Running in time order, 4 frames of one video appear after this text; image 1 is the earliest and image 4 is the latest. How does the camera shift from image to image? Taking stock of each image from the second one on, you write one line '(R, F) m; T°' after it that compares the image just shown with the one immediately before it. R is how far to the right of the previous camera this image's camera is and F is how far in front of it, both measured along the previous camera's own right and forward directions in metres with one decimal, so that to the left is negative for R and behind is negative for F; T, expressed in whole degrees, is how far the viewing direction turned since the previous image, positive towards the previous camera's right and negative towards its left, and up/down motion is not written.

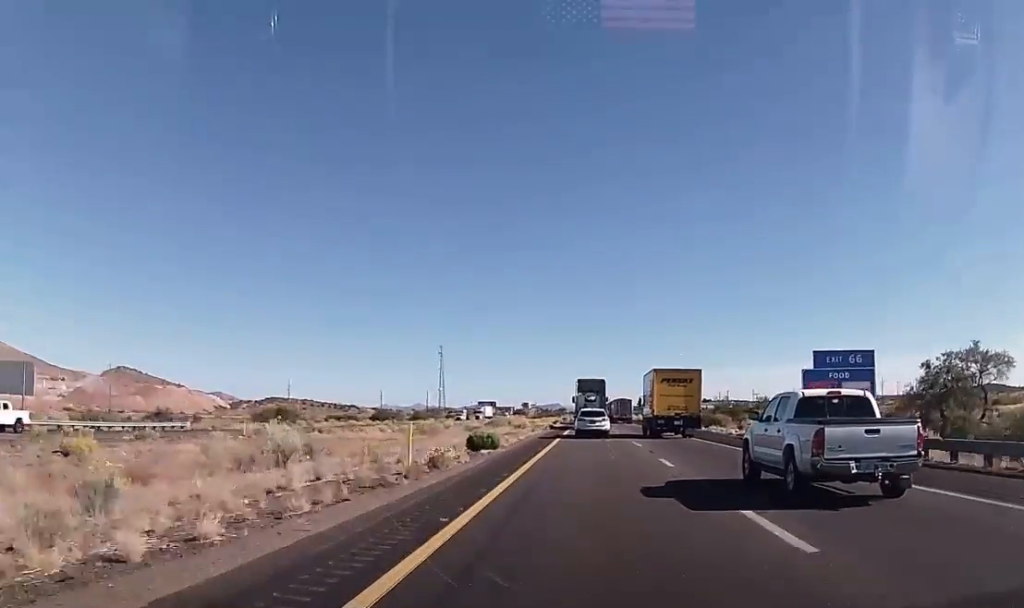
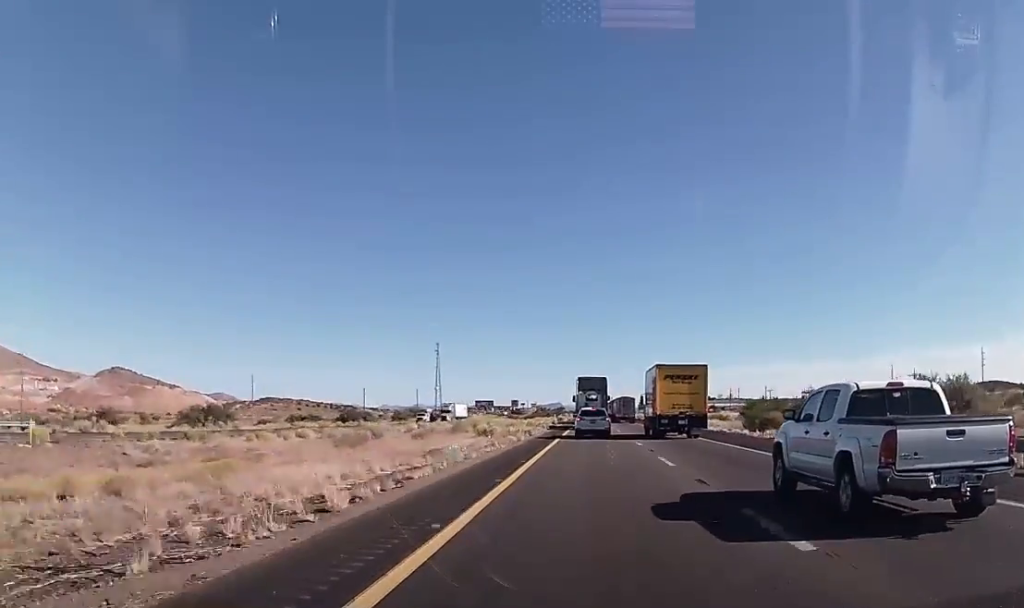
(+0.1, +24.6) m; -1°
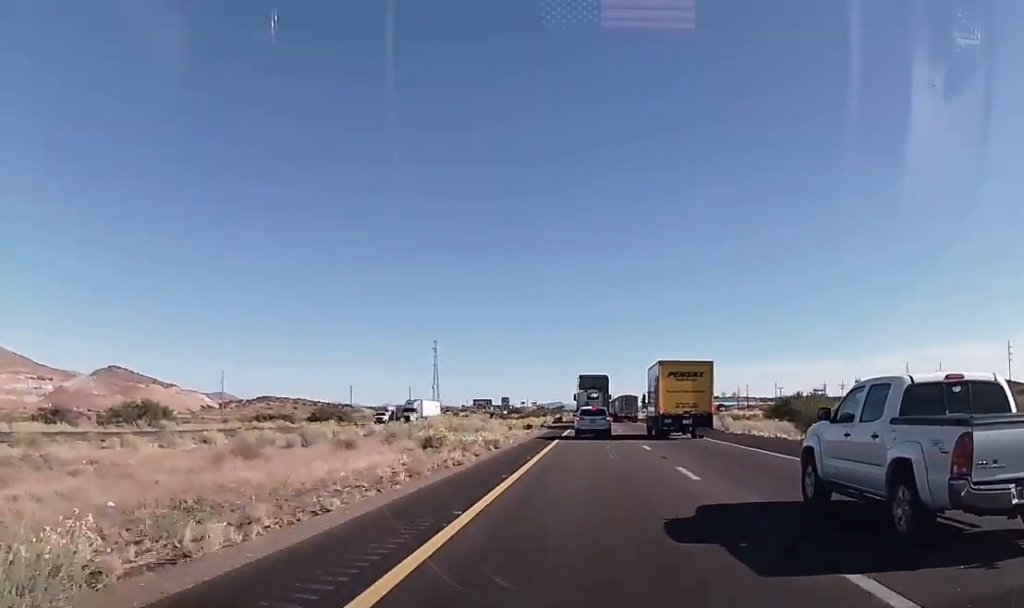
(-0.3, +16.7) m; 0°
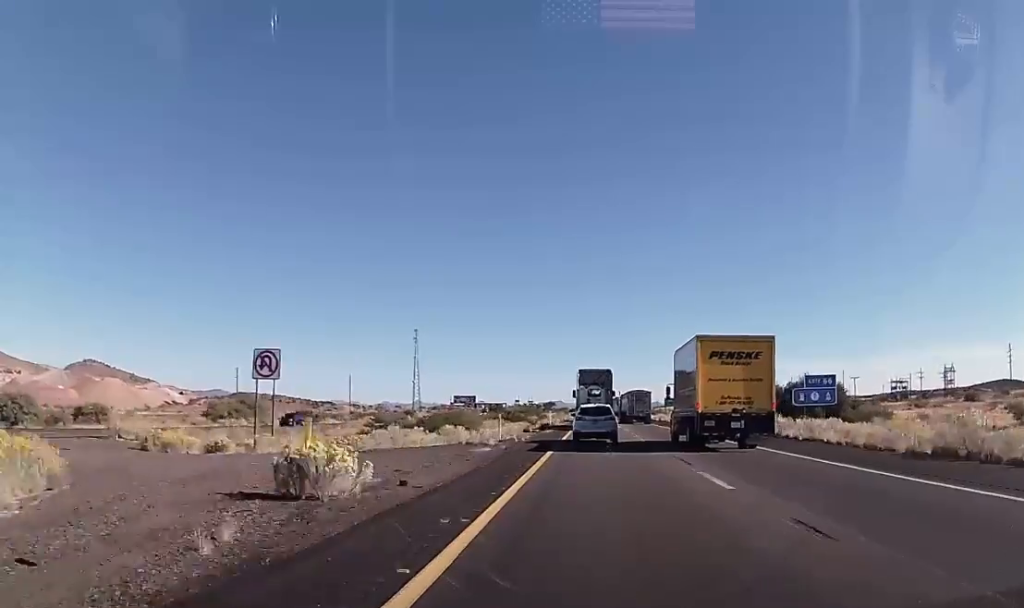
(+0.1, +89.4) m; 0°
